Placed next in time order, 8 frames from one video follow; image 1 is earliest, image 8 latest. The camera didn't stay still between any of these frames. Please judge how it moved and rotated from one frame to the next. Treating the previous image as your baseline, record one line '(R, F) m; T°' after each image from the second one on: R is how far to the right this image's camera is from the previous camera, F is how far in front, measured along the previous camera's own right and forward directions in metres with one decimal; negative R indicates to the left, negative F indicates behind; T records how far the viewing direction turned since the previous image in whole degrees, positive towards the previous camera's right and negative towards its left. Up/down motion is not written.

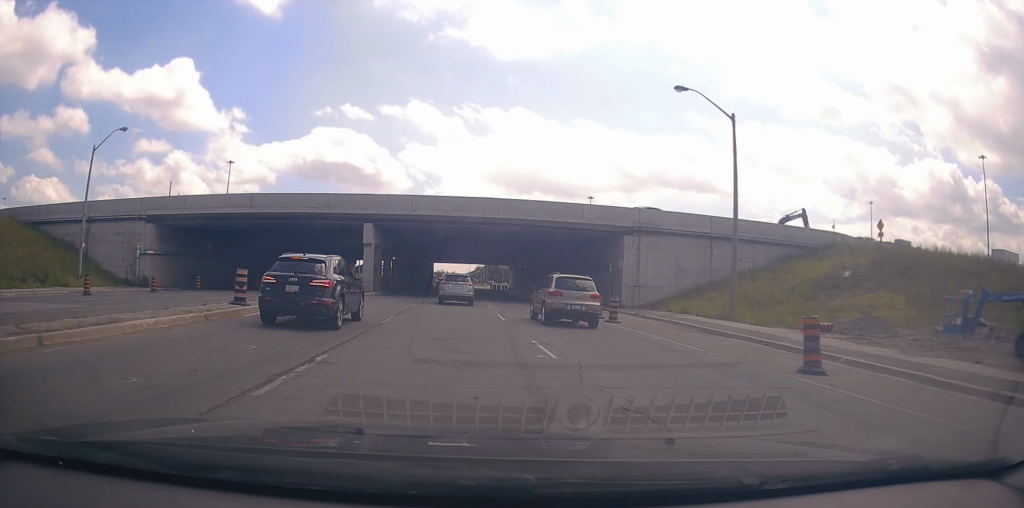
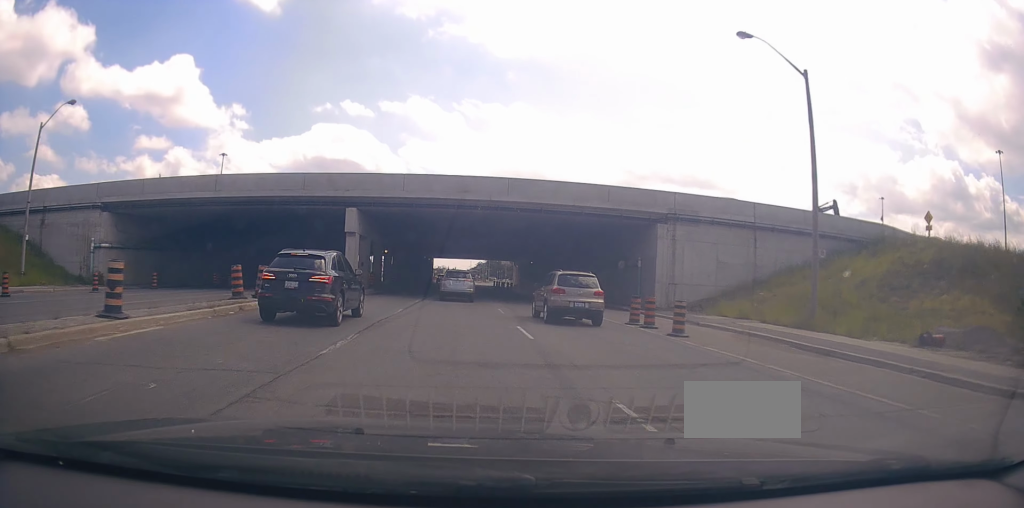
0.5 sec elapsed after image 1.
(+0.1, +6.9) m; 0°
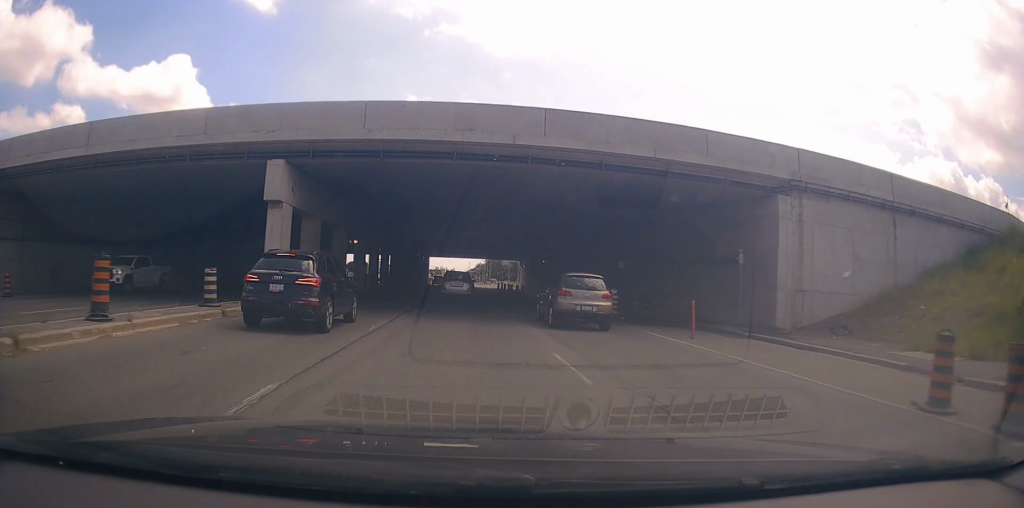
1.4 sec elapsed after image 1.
(+0.2, +14.3) m; 0°
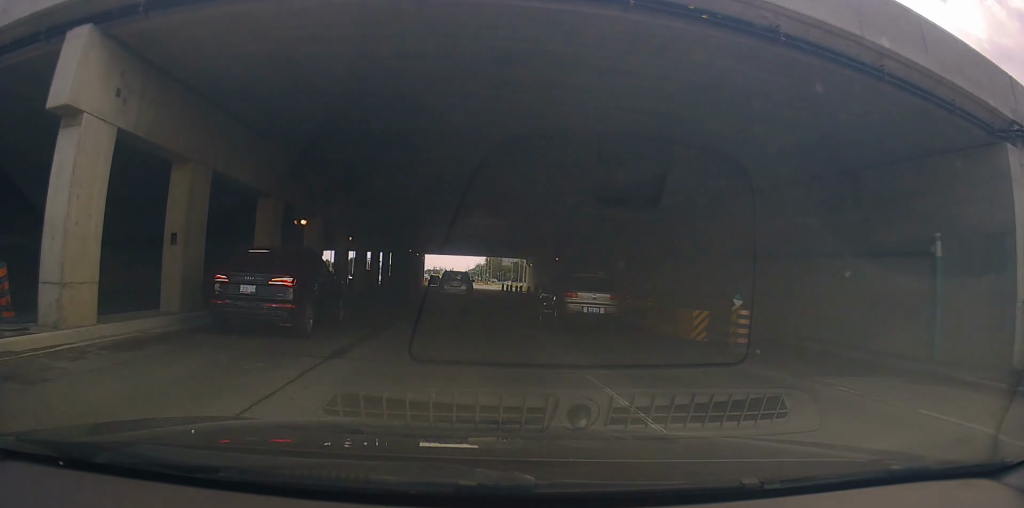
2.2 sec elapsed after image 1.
(0.0, +11.8) m; -1°
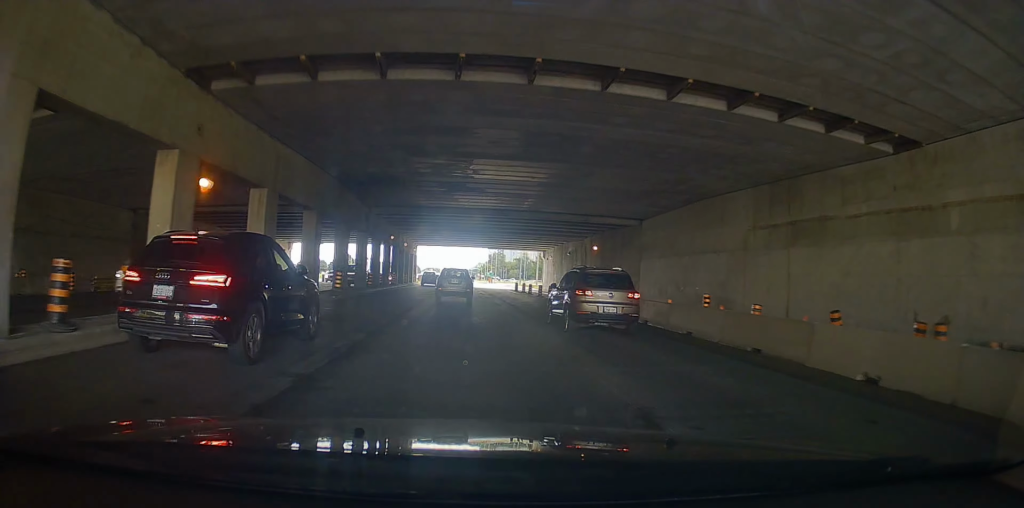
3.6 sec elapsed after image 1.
(-0.4, +19.4) m; +1°
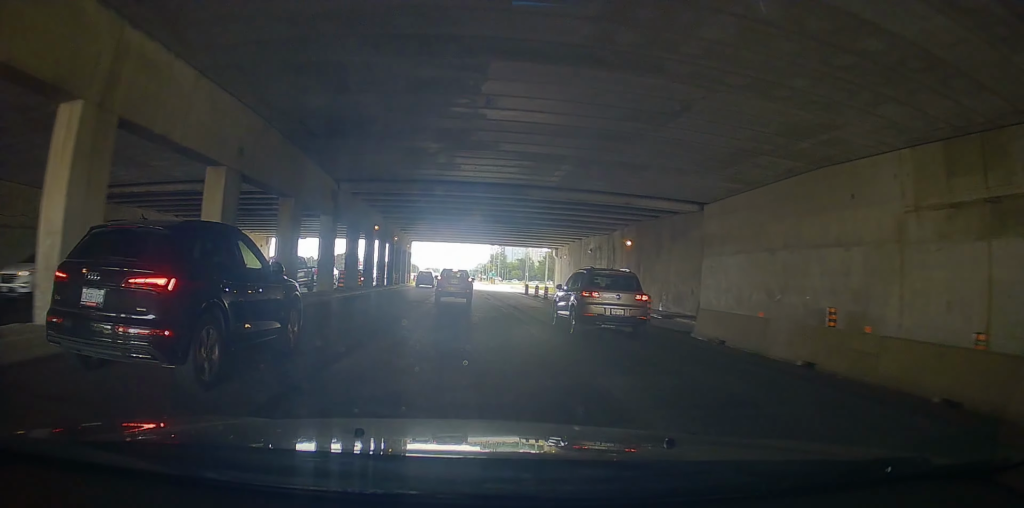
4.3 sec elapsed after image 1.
(+0.2, +10.7) m; +2°
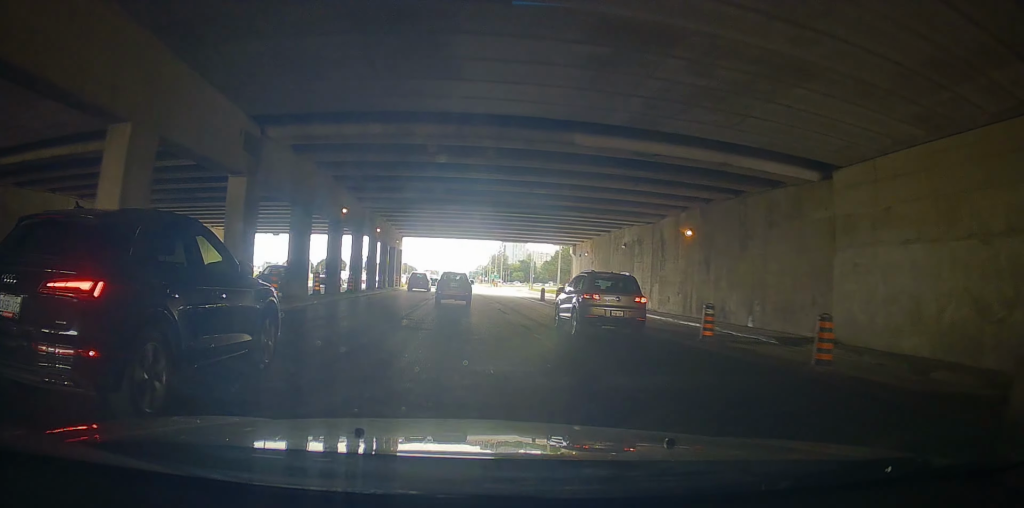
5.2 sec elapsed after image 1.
(+0.4, +13.1) m; +2°
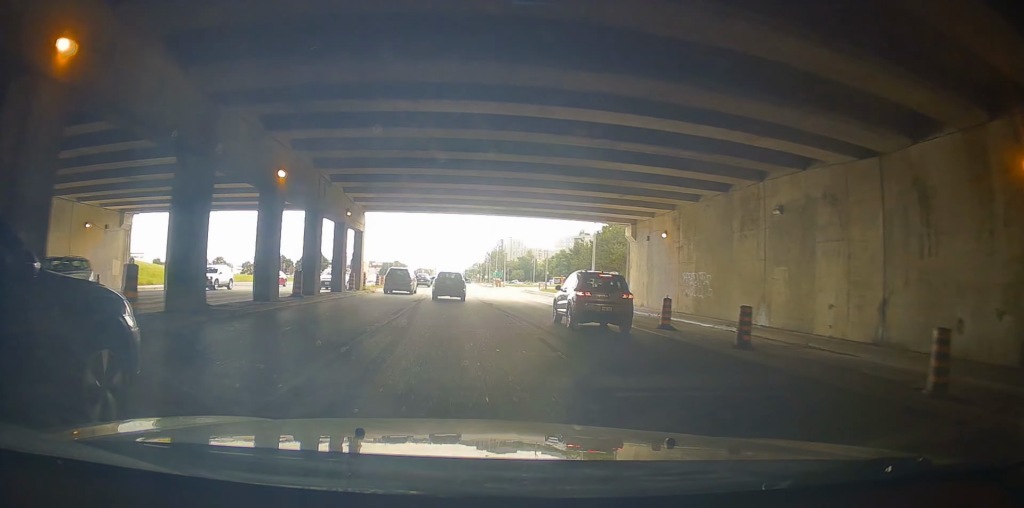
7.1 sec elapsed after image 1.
(+1.0, +25.4) m; +5°
